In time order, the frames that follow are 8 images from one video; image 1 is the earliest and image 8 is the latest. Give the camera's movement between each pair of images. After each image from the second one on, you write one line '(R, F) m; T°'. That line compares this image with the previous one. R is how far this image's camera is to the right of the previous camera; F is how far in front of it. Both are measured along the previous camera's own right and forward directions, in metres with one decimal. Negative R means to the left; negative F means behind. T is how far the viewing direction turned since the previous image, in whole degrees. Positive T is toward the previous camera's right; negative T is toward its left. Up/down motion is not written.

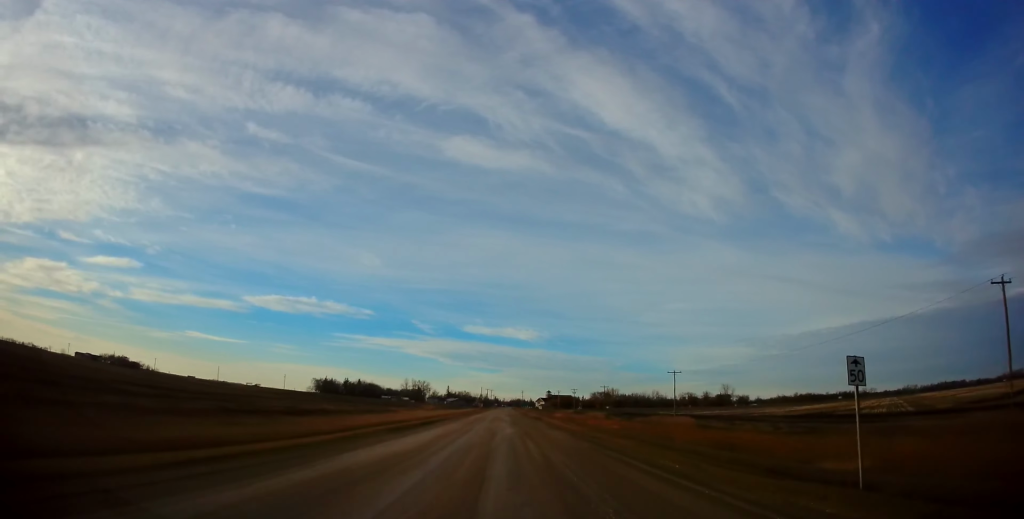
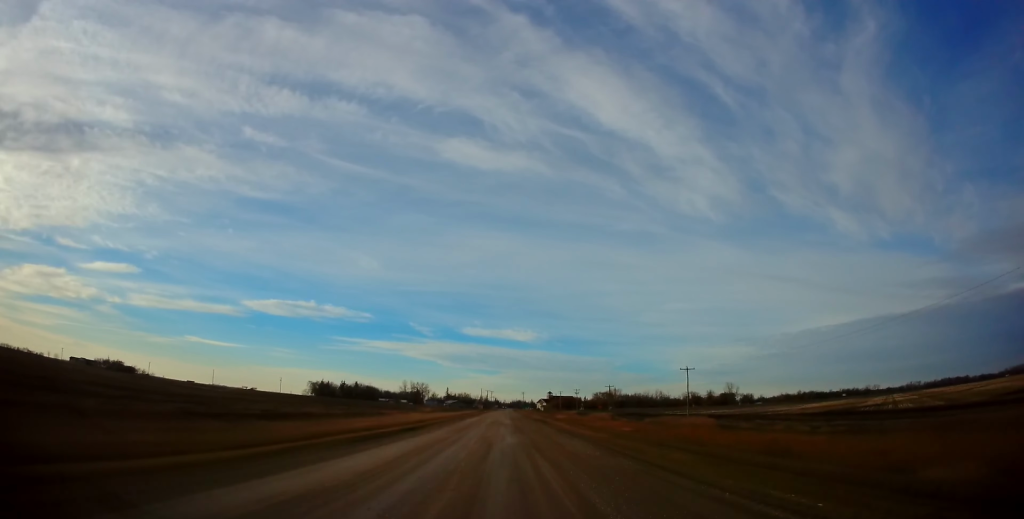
(0.0, +7.5) m; 0°
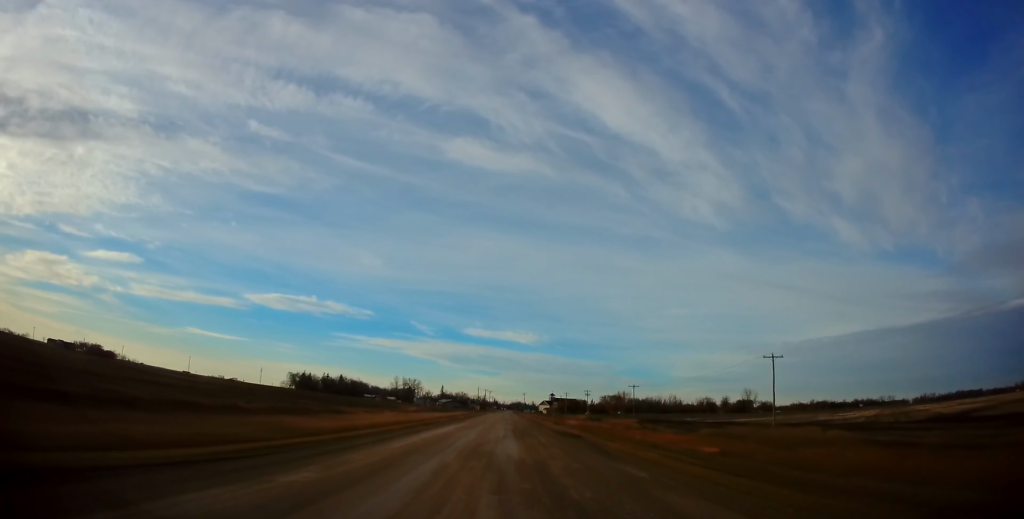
(0.0, +34.4) m; 0°
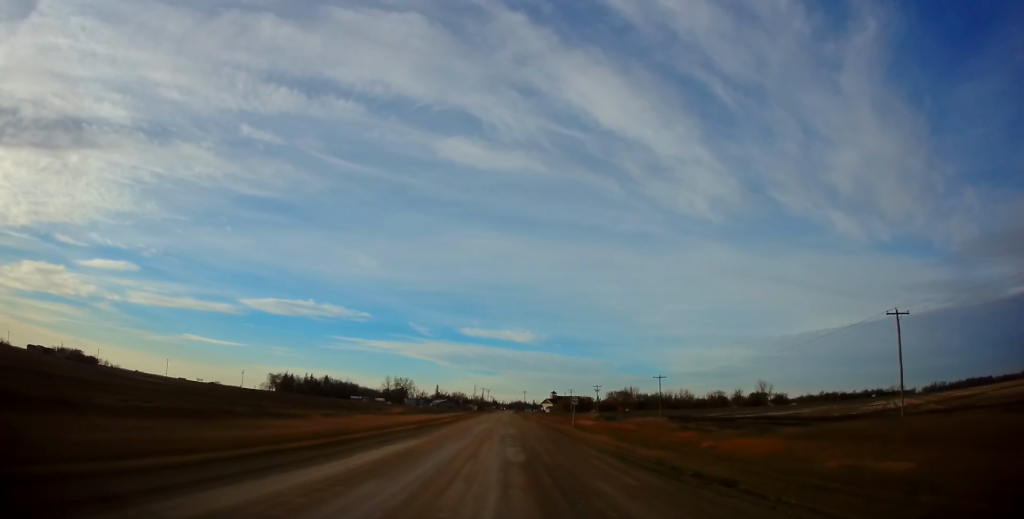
(0.0, +25.7) m; 0°
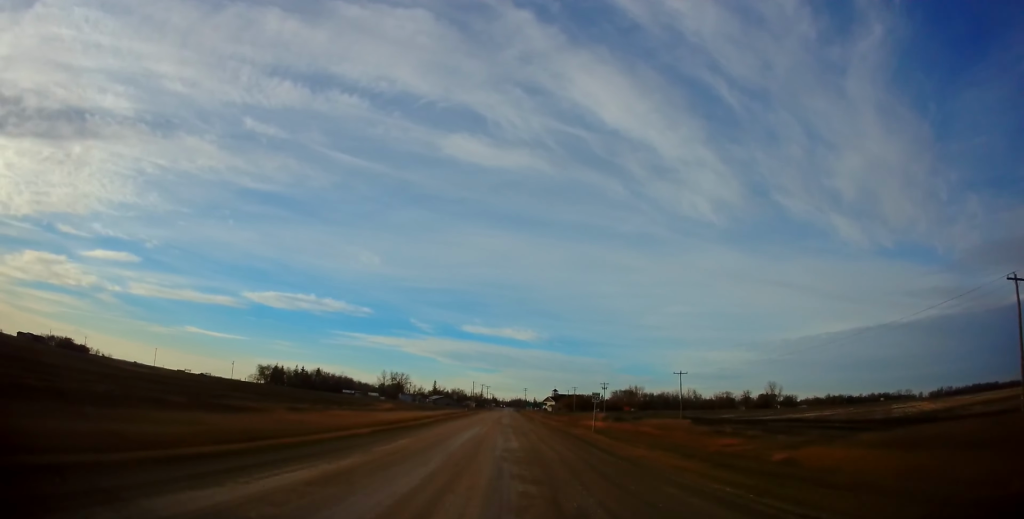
(0.0, +14.2) m; 0°
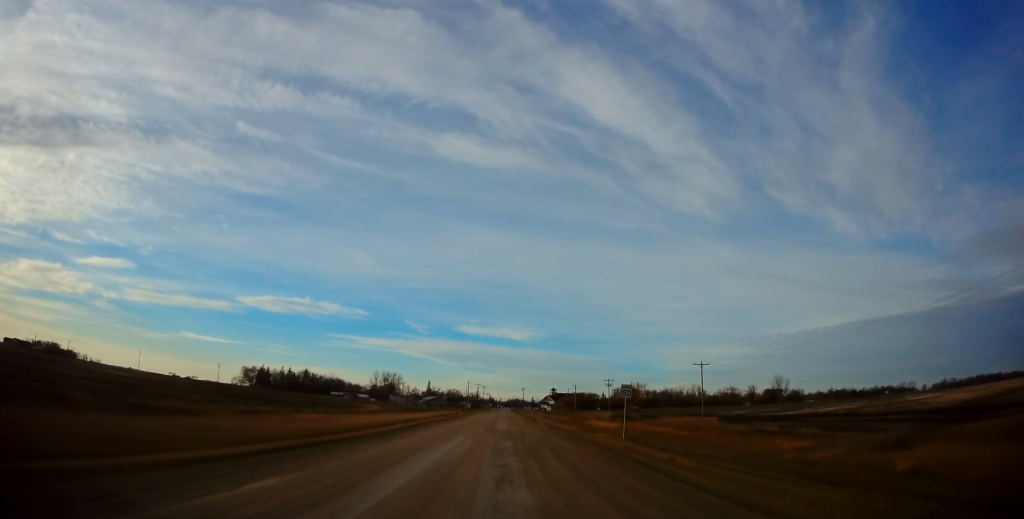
(0.0, +13.5) m; 0°
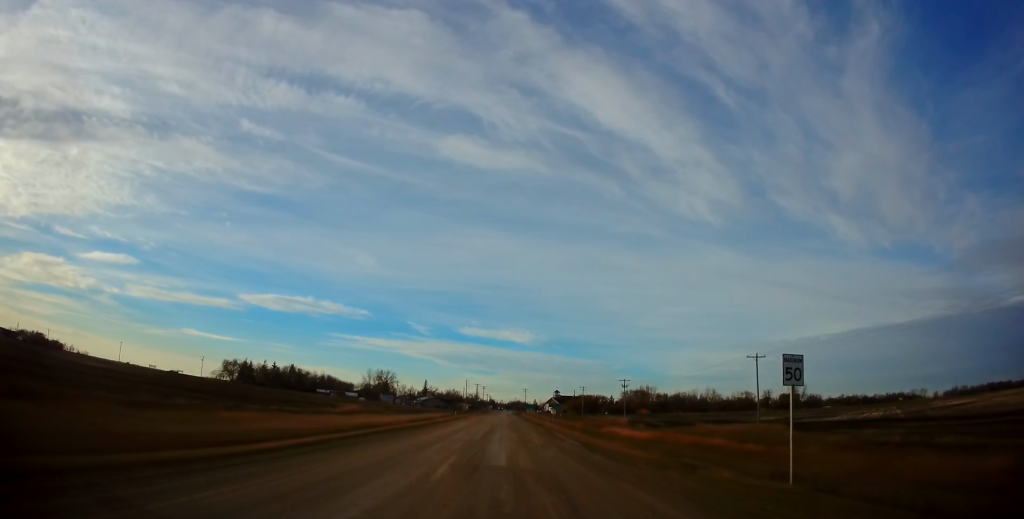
(0.0, +19.5) m; 0°
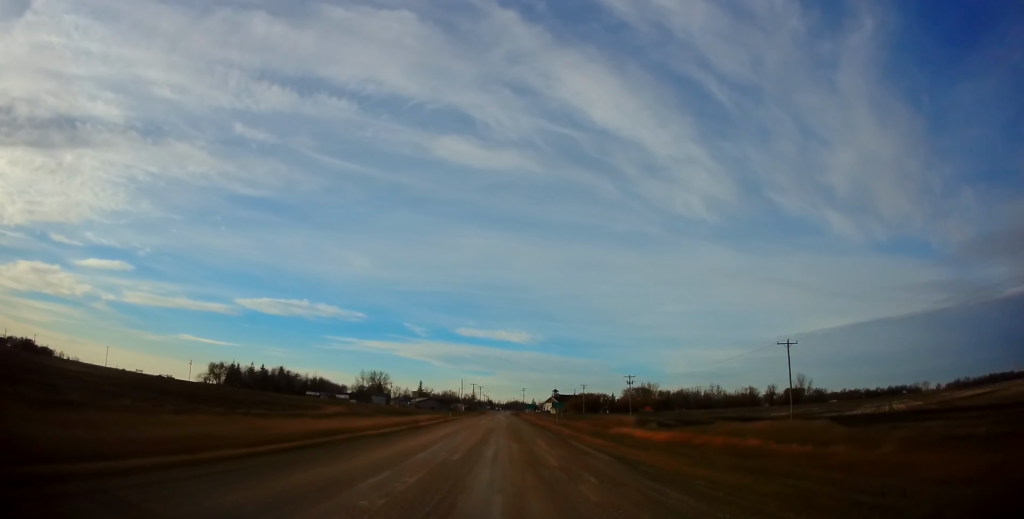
(0.0, +8.9) m; 0°
